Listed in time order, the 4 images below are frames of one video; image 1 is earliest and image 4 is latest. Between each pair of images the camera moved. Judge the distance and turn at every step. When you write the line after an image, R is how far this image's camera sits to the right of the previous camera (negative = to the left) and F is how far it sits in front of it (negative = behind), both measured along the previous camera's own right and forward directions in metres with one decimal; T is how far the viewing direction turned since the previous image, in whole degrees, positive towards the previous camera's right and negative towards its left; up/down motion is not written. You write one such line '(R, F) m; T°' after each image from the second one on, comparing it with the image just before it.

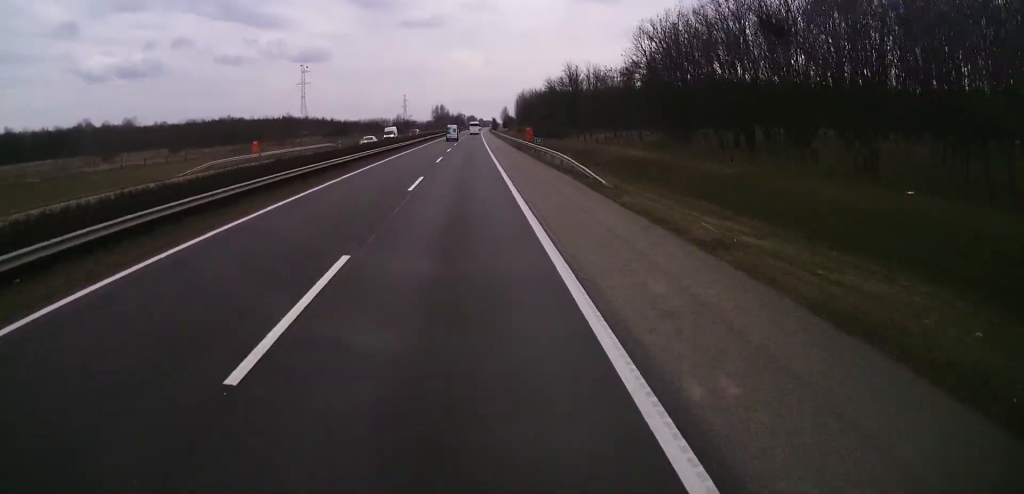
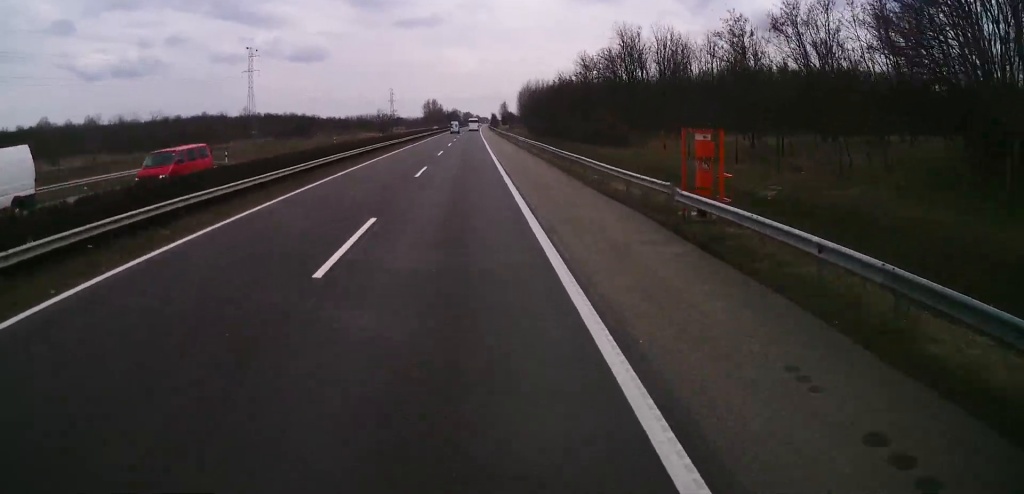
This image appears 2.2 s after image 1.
(+0.2, +50.2) m; +1°
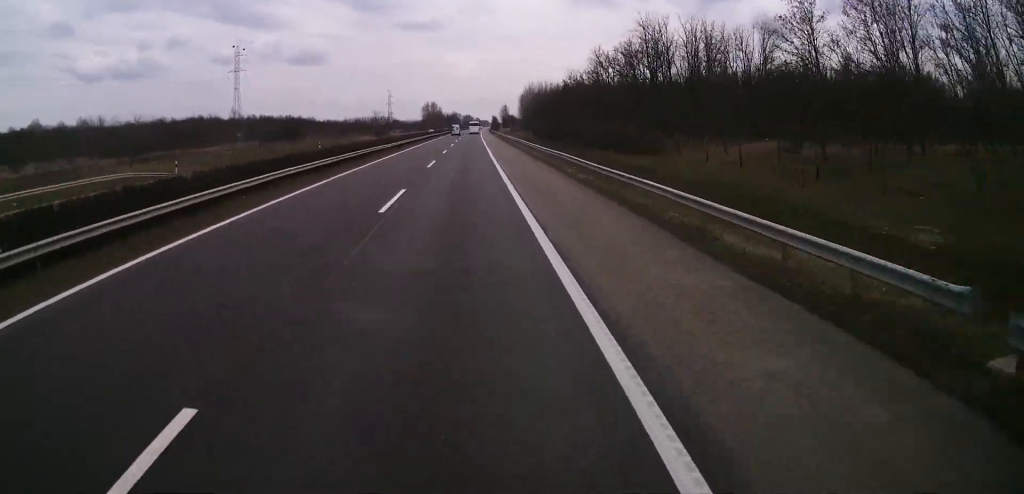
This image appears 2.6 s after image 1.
(0.0, +10.8) m; 0°
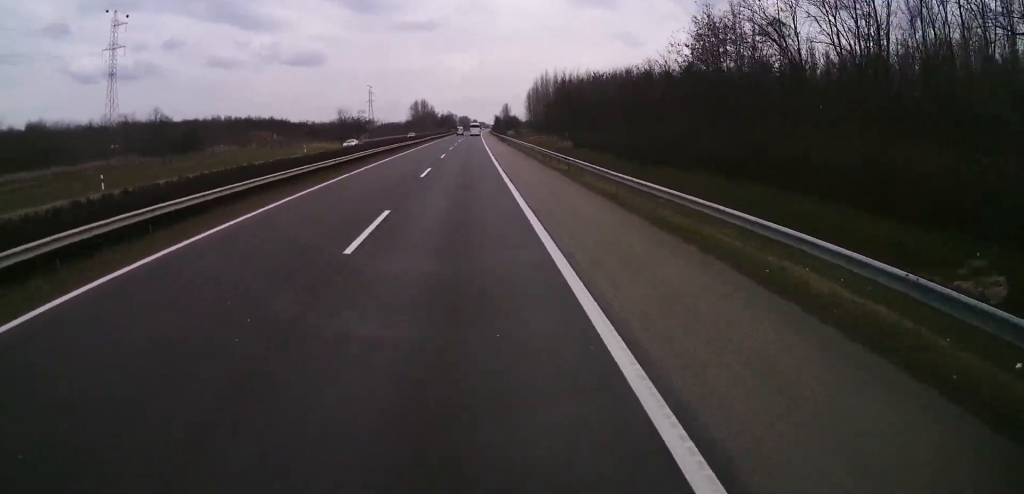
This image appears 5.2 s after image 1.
(+0.6, +59.6) m; 0°
